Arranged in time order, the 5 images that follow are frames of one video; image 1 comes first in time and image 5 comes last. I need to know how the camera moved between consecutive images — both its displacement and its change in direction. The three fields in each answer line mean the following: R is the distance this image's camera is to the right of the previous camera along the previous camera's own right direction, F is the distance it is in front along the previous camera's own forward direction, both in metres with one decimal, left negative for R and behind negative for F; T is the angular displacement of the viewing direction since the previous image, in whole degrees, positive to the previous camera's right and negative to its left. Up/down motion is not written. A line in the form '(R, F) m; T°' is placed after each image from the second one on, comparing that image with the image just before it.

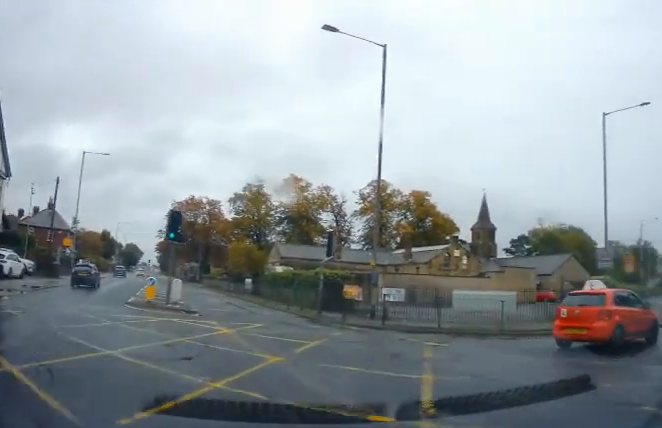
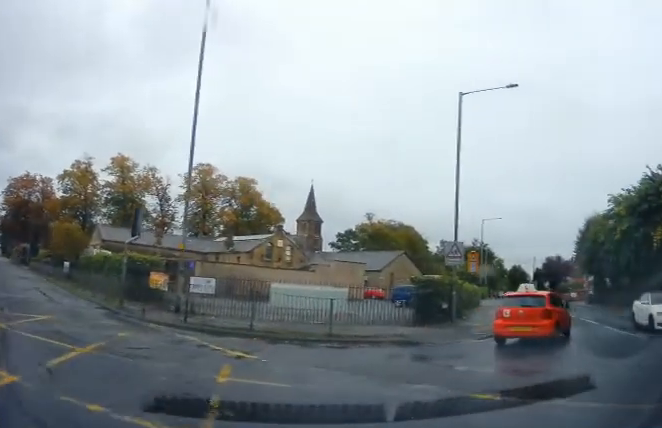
(+0.6, +3.2) m; +20°
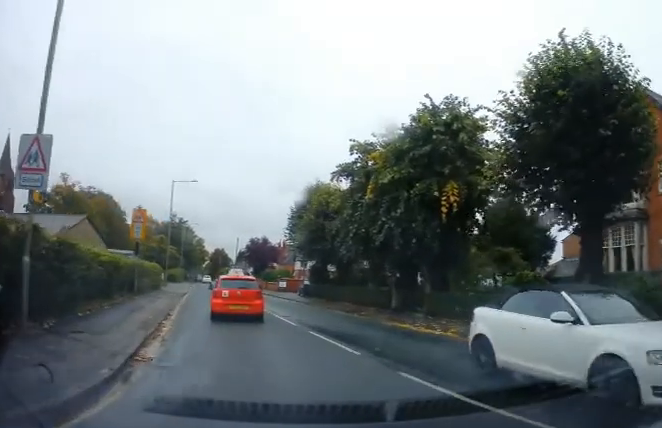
(+2.7, +12.0) m; +11°
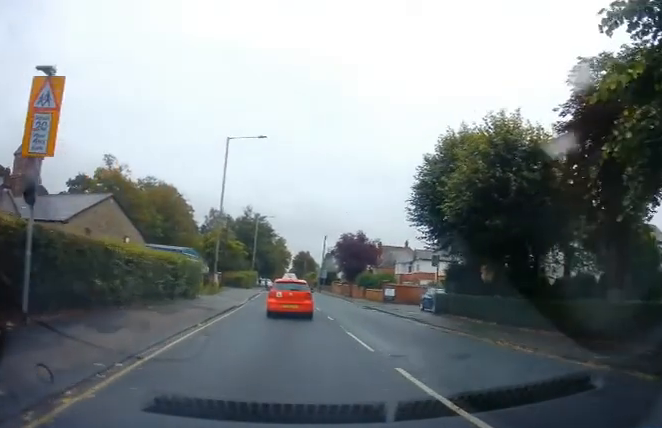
(-1.9, +15.4) m; -9°
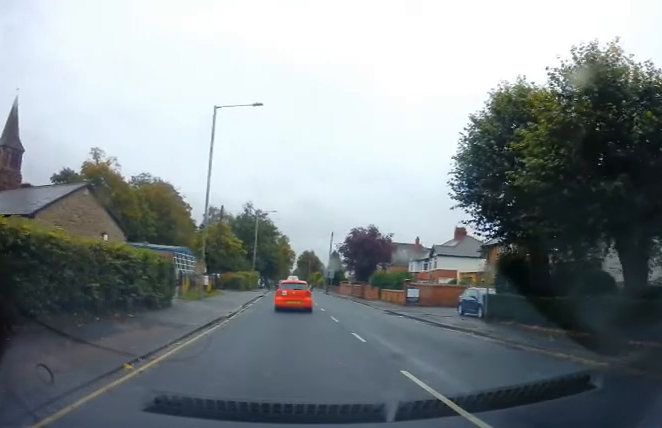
(+0.2, +6.2) m; +1°
